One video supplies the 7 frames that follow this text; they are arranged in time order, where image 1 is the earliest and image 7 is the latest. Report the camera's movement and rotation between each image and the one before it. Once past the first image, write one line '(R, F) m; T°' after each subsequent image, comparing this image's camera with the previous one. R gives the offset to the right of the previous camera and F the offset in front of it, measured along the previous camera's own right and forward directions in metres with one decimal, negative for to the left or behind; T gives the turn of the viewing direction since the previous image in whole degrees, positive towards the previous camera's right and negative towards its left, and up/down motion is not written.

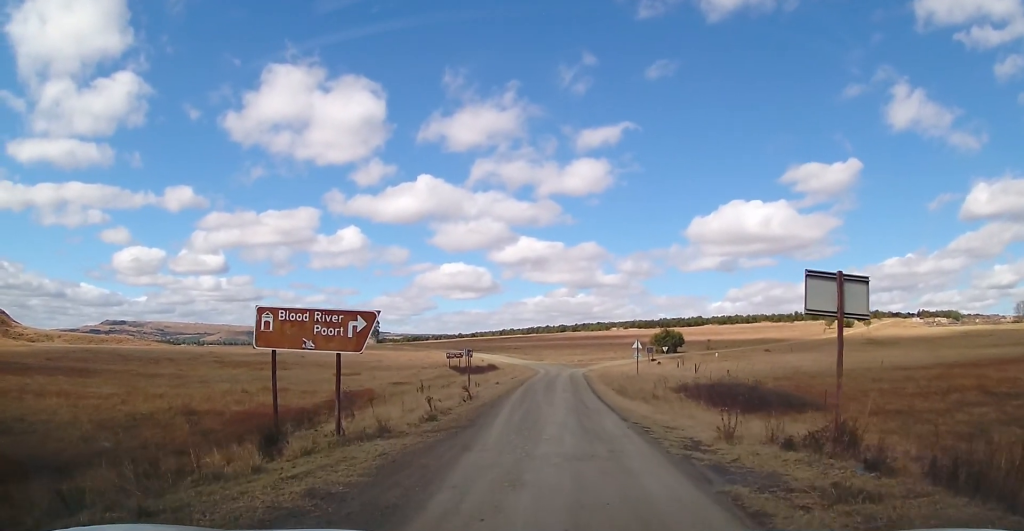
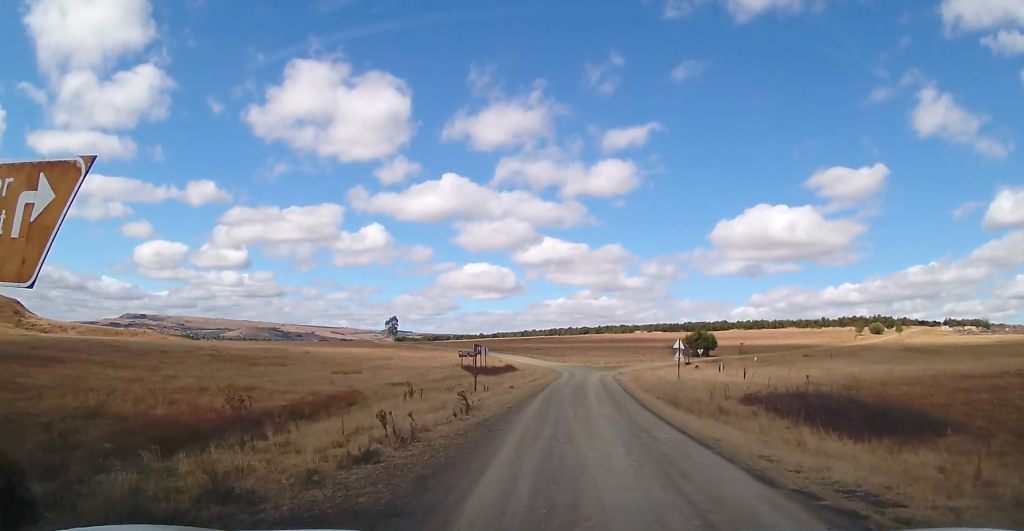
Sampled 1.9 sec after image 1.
(-0.3, +9.9) m; 0°
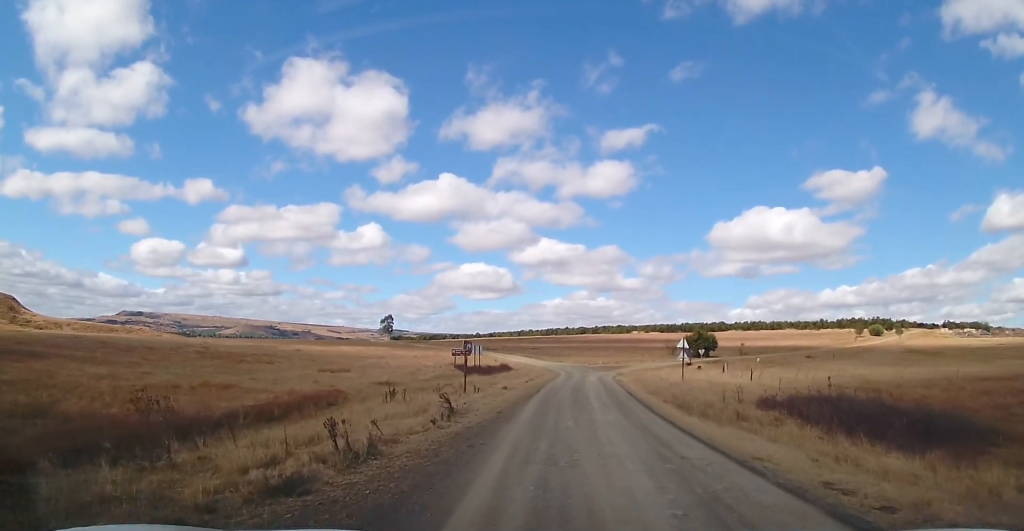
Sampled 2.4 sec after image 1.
(+0.1, +3.6) m; +1°
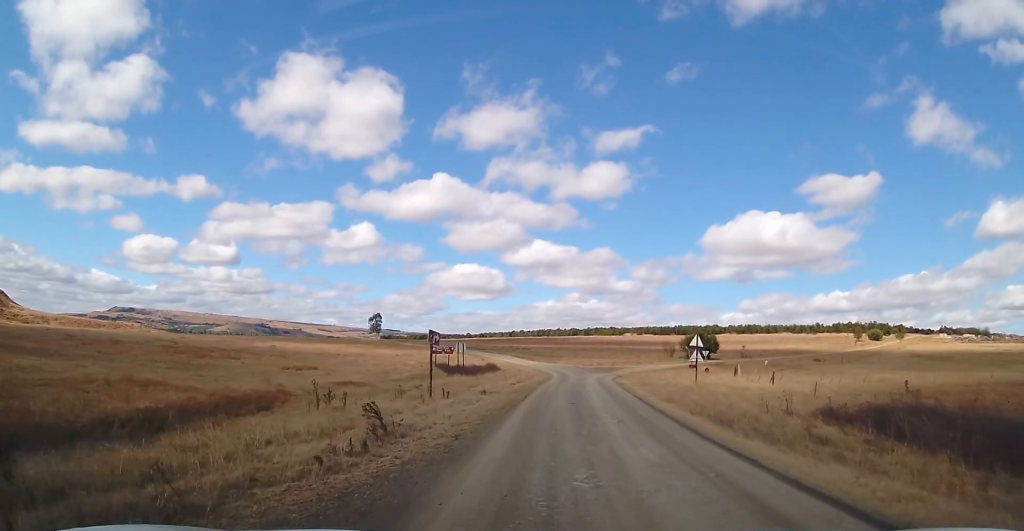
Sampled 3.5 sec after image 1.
(+0.1, +8.4) m; -1°
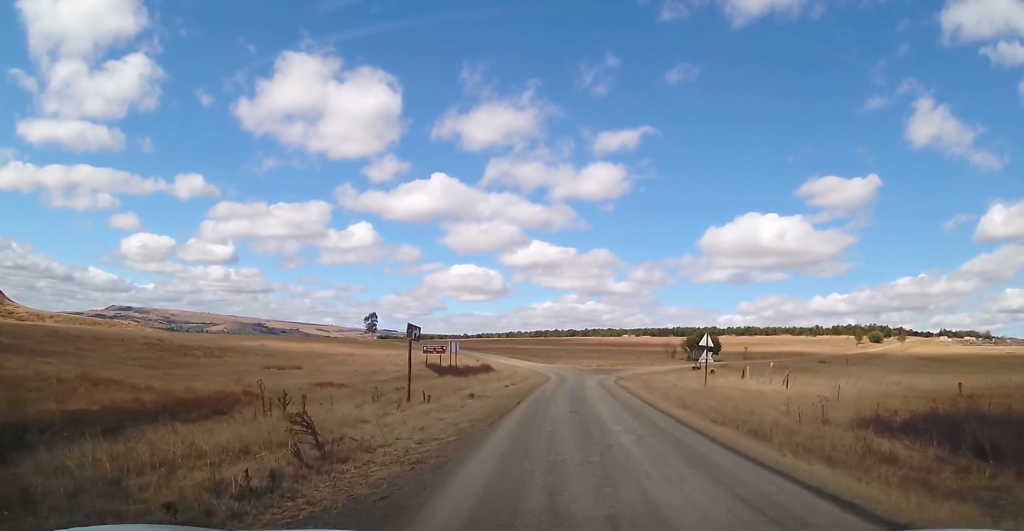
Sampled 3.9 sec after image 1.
(0.0, +3.9) m; 0°
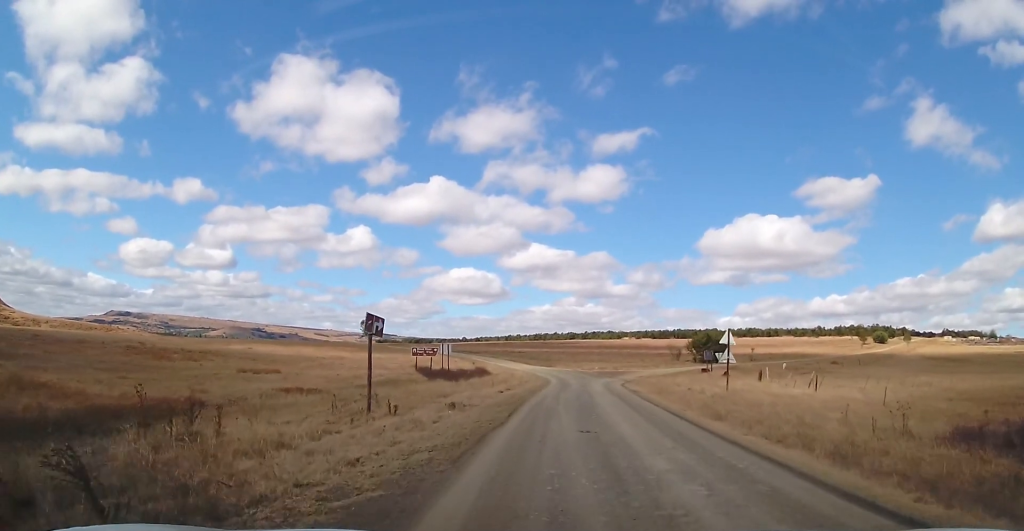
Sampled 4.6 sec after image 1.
(-0.2, +5.7) m; 0°
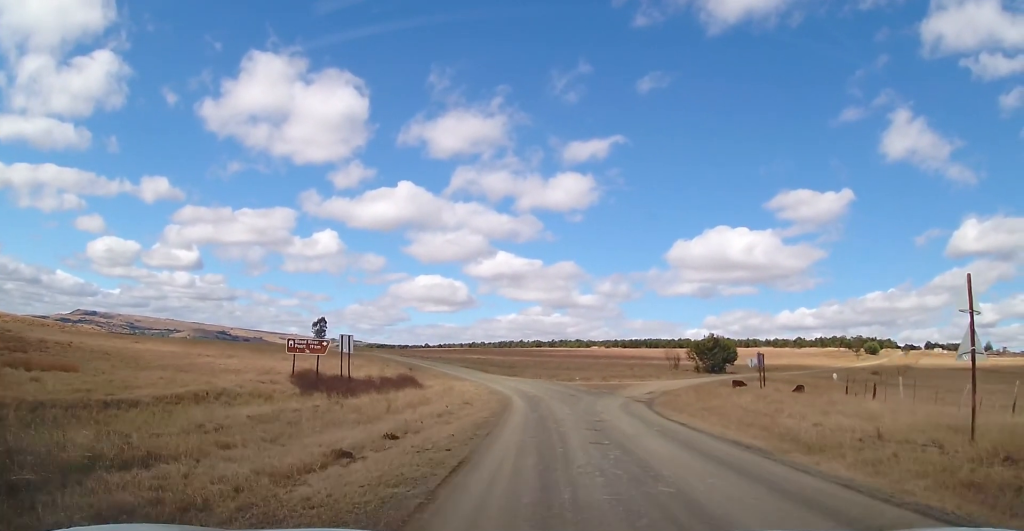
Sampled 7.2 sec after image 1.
(+1.4, +26.6) m; +6°
